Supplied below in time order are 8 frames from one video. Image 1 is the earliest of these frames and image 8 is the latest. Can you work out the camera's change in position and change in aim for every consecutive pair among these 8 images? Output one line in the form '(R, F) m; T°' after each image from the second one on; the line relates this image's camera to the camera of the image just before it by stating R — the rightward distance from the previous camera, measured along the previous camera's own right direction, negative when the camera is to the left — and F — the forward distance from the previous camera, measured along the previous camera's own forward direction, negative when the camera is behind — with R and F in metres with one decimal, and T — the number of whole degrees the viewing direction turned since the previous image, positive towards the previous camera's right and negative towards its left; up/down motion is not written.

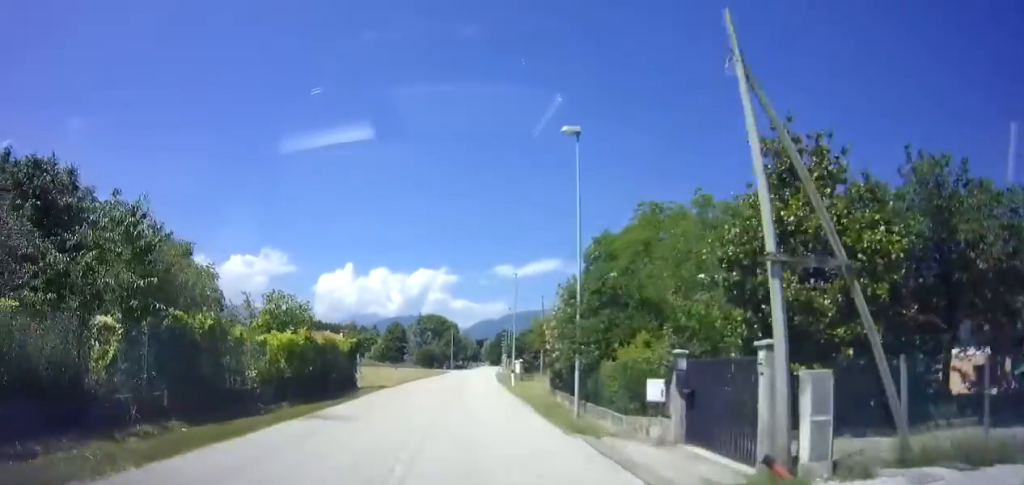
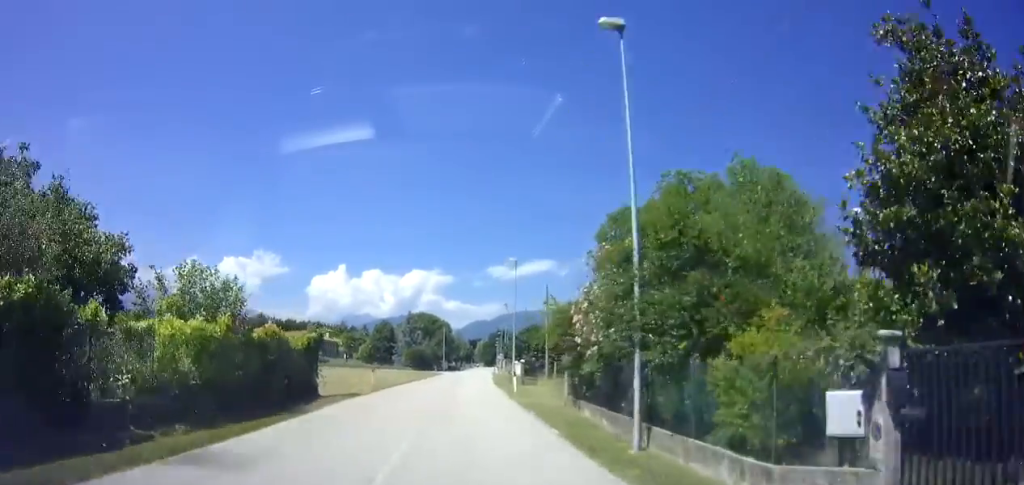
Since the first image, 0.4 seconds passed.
(+0.1, +5.6) m; +1°
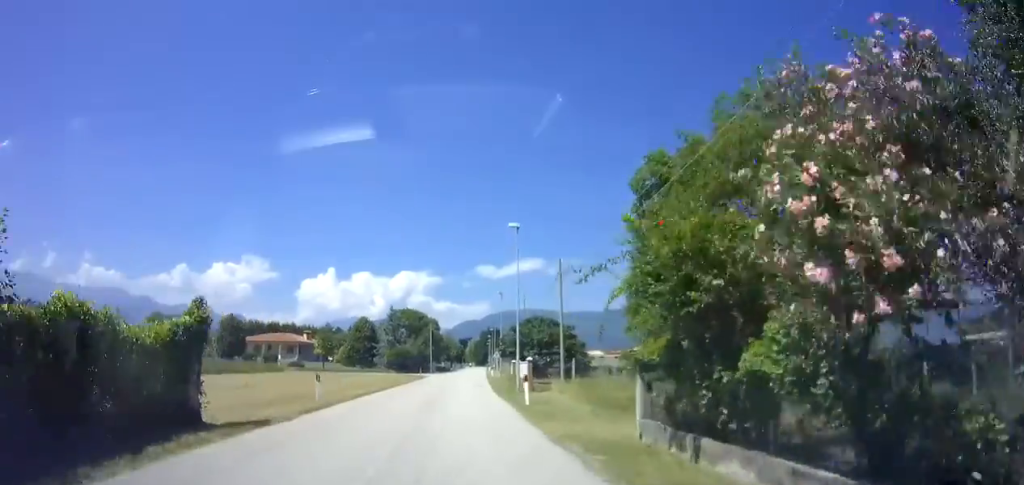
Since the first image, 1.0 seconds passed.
(+0.1, +8.4) m; +1°
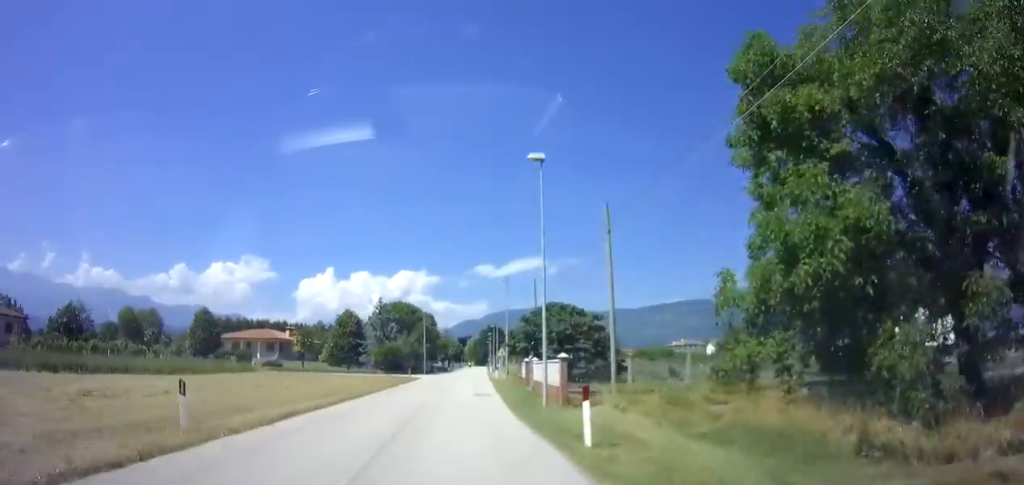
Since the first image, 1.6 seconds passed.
(+0.1, +8.9) m; 0°
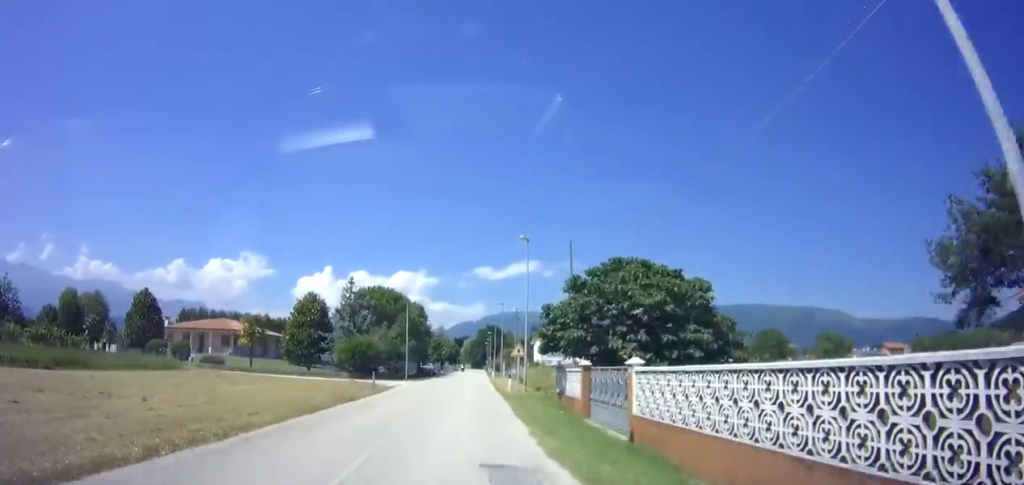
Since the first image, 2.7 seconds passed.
(0.0, +15.5) m; +1°
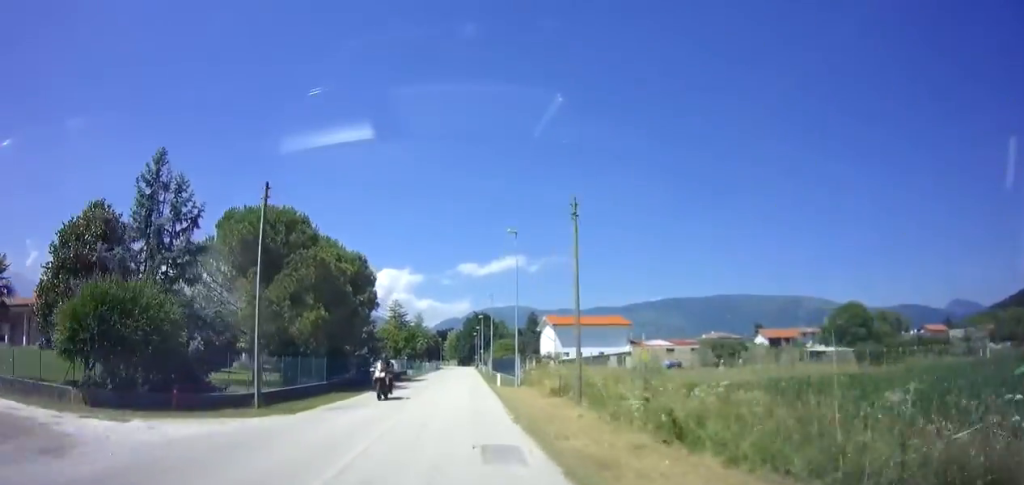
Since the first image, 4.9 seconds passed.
(+0.7, +30.2) m; +1°
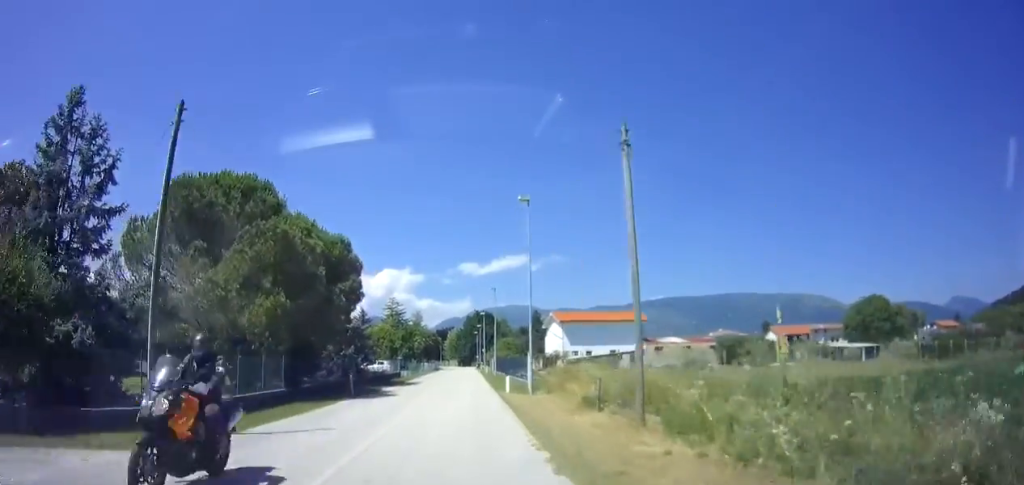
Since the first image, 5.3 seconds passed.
(0.0, +5.6) m; 0°
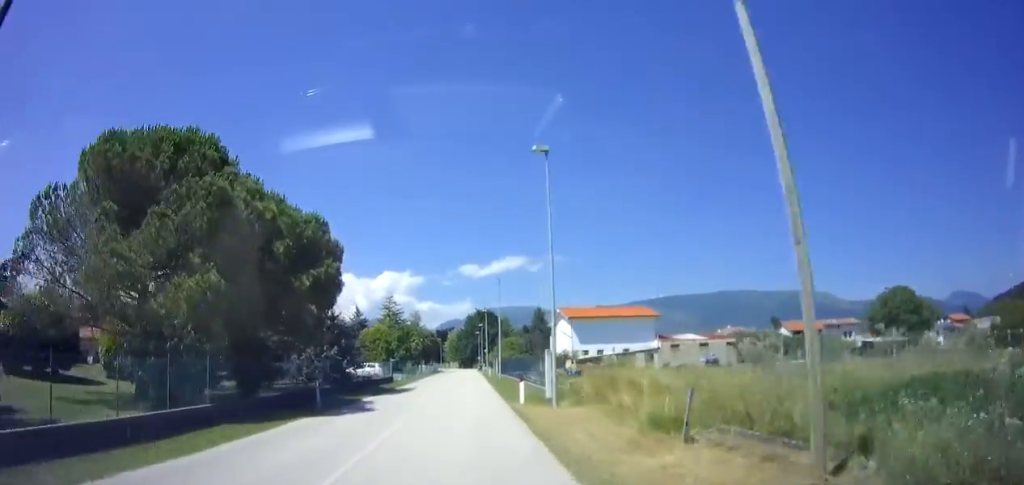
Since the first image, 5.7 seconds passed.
(0.0, +6.0) m; 0°
